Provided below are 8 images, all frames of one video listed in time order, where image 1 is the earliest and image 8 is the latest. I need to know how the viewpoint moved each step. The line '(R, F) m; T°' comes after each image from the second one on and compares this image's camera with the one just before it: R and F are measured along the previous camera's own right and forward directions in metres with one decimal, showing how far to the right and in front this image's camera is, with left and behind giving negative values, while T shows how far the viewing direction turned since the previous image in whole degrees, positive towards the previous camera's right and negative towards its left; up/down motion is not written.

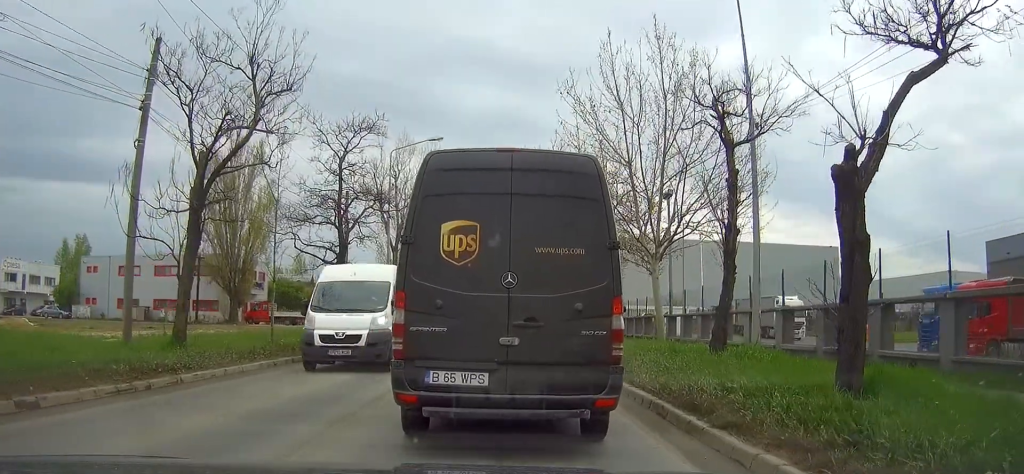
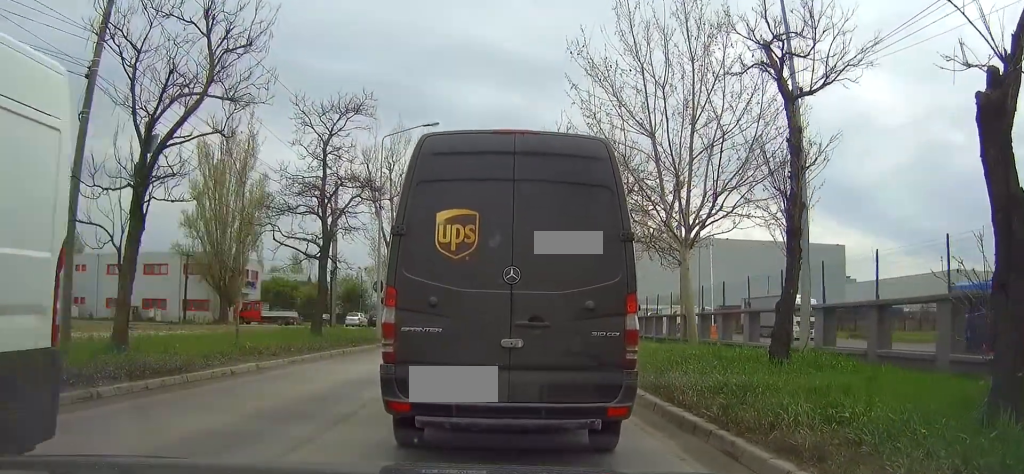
(-0.3, +3.3) m; -7°
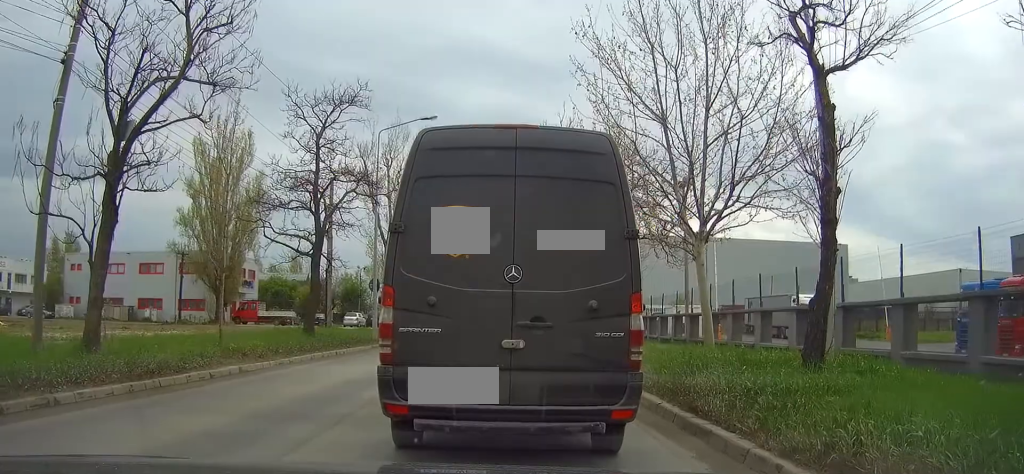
(0.0, +1.3) m; +1°
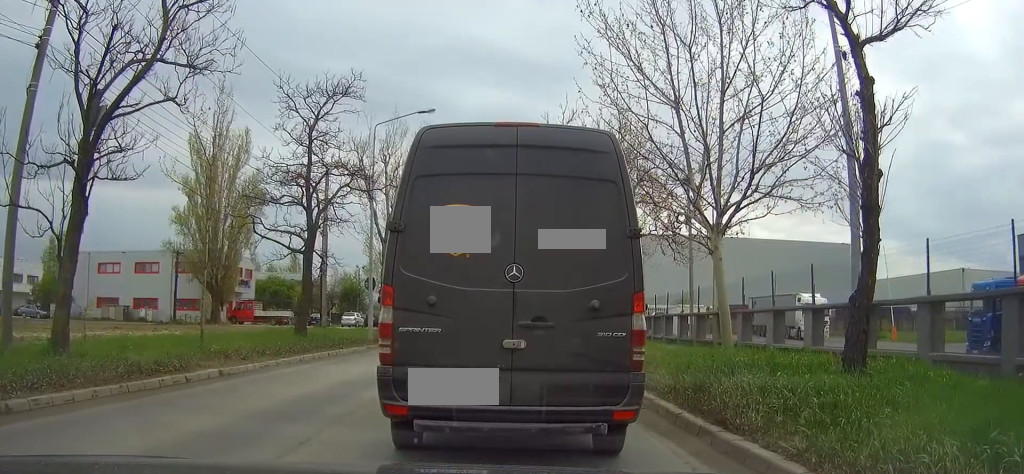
(0.0, +1.3) m; +1°
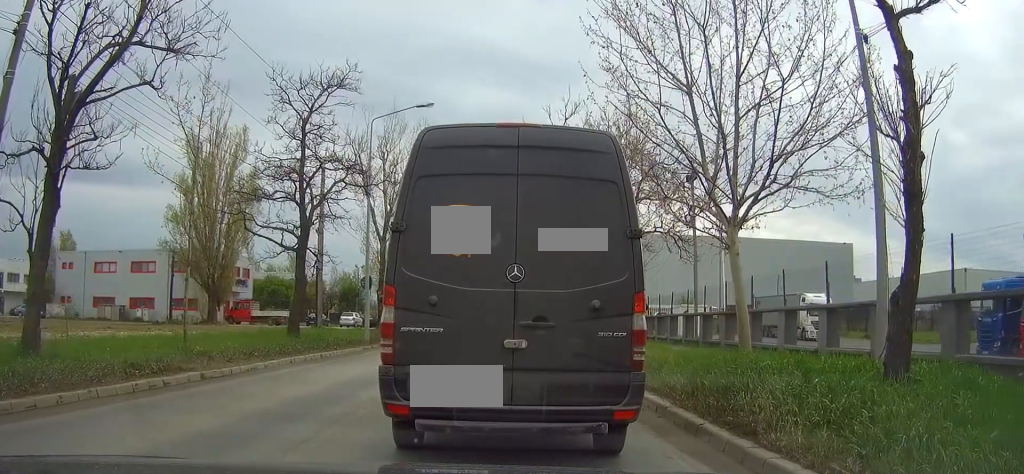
(0.0, +1.1) m; 0°
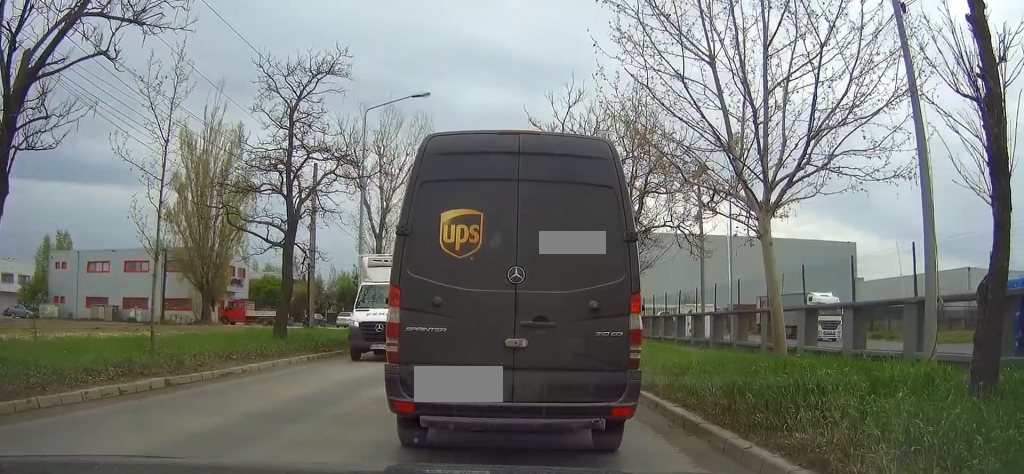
(0.0, +1.8) m; 0°
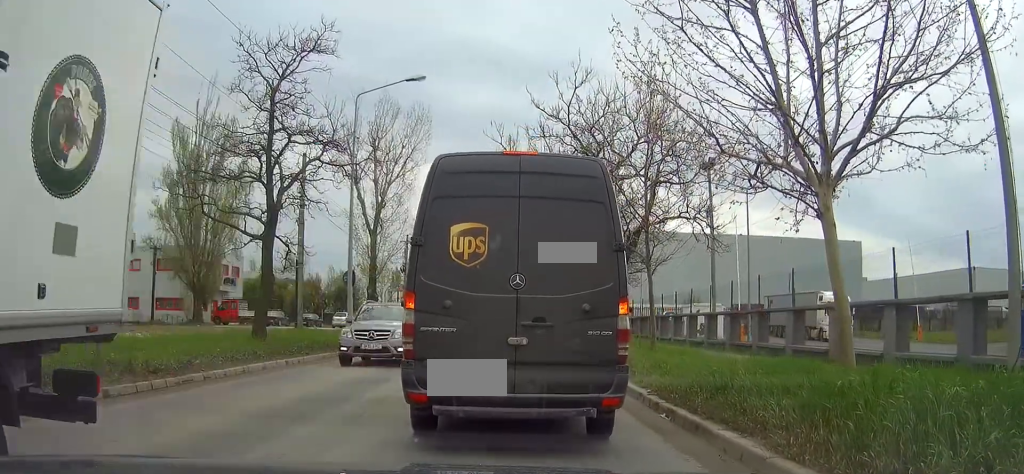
(0.0, +2.5) m; 0°
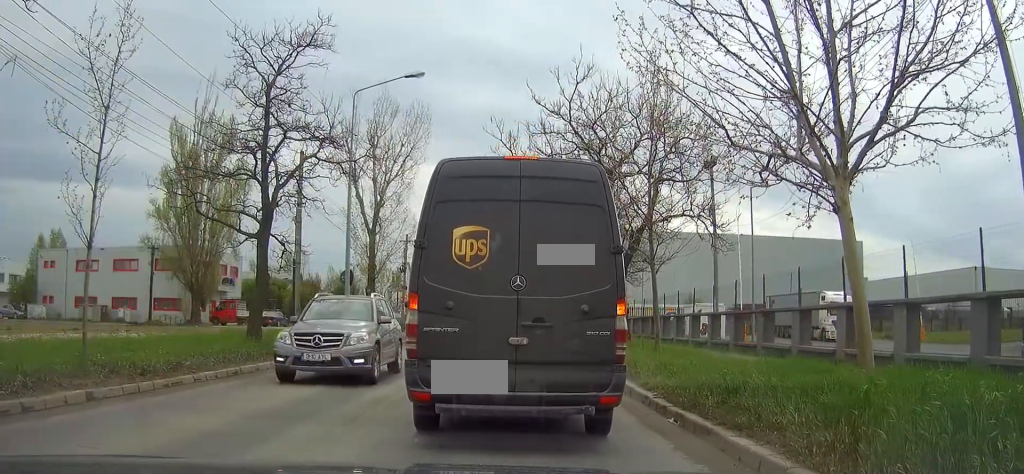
(0.0, +0.5) m; 0°
